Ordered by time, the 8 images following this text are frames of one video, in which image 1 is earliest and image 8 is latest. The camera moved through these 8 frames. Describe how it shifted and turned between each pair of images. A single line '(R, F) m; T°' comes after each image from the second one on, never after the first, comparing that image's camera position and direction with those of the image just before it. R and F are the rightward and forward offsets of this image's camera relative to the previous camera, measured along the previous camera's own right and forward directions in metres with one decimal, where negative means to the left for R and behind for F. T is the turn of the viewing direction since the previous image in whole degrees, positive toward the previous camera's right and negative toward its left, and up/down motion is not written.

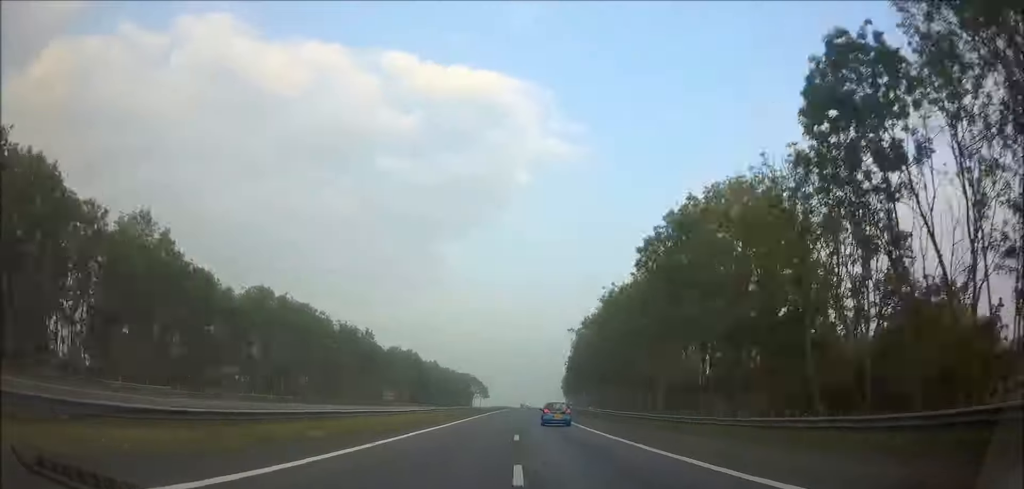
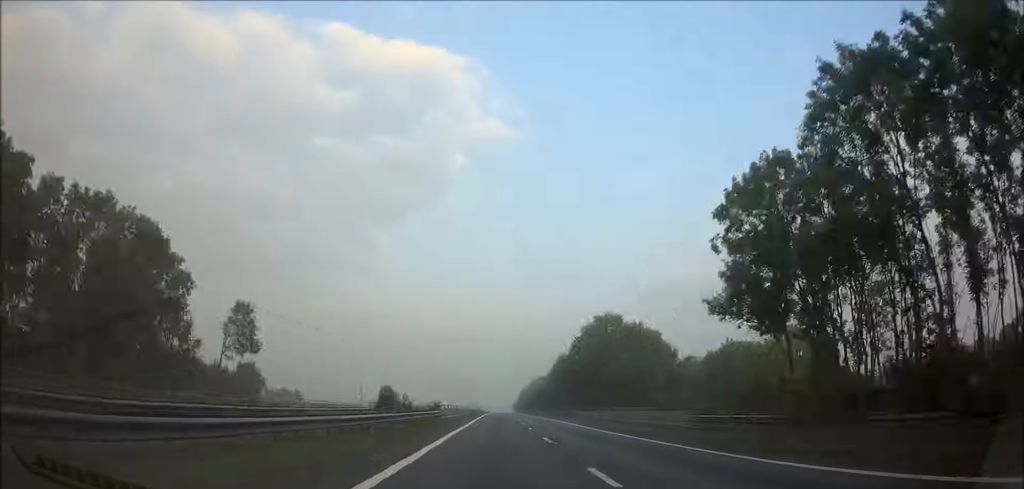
(+9.1, +215.1) m; +3°
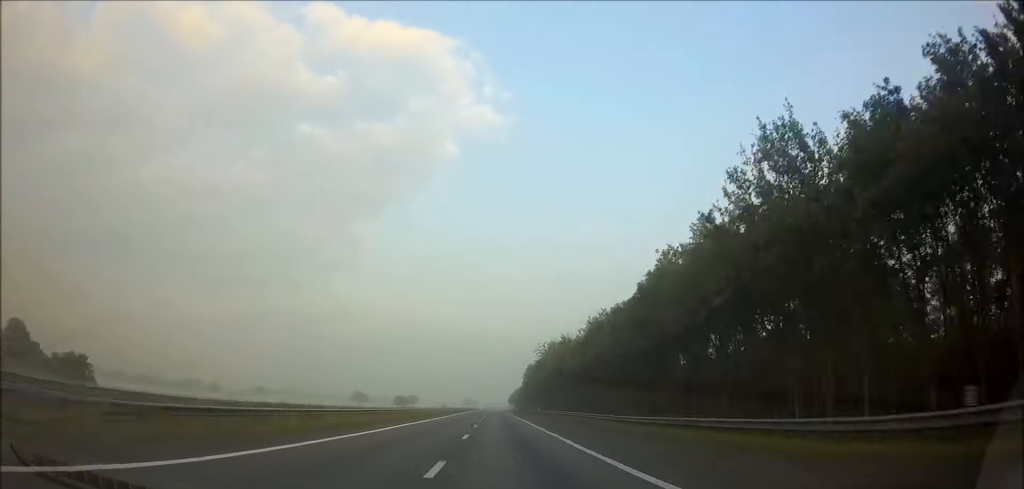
(+1.4, +141.4) m; +1°
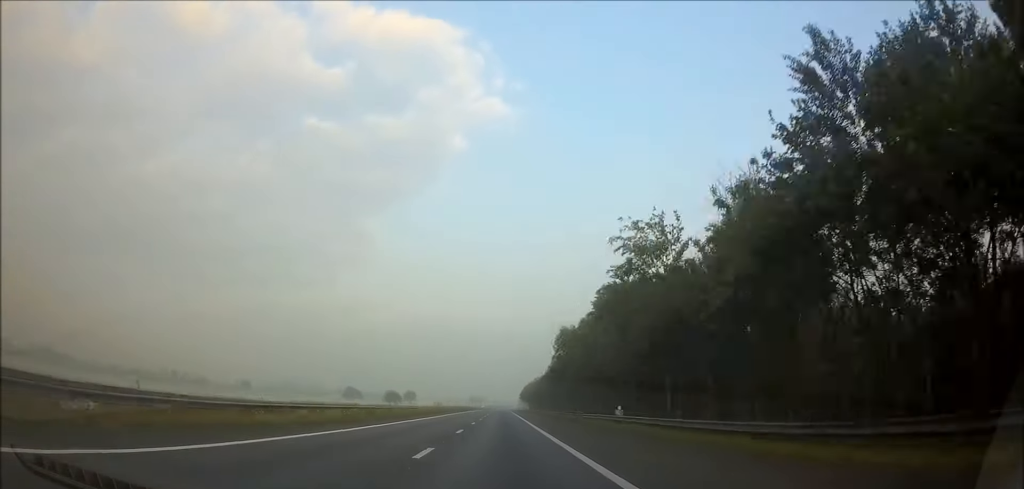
(+0.3, +68.1) m; 0°
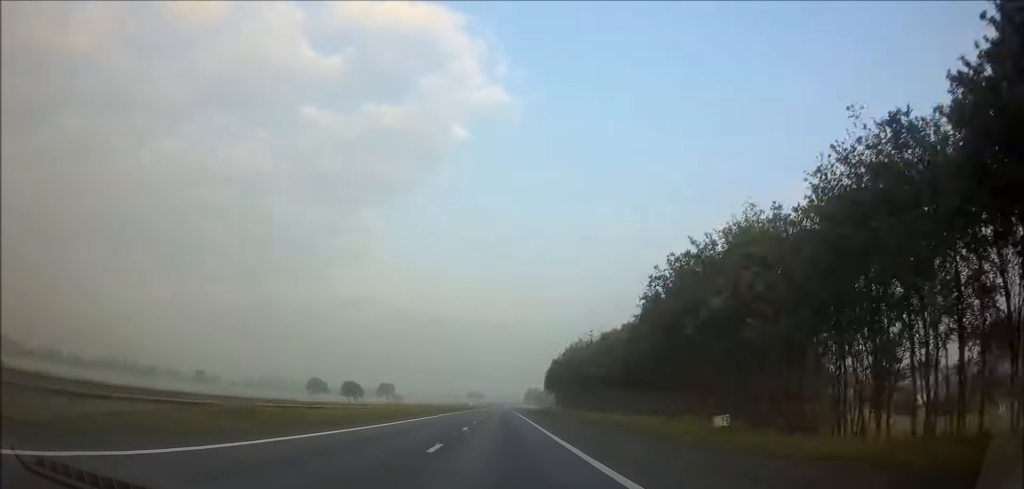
(-0.5, +116.0) m; 0°
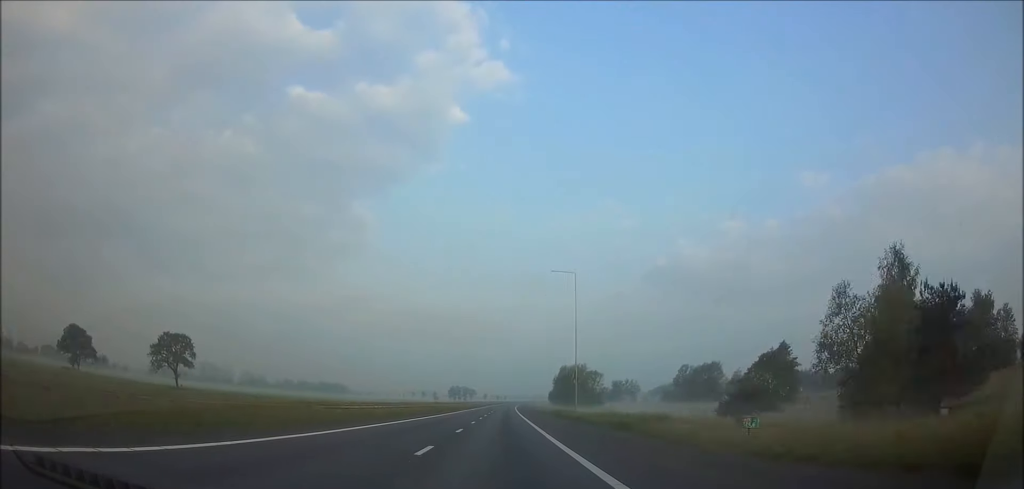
(+0.4, +286.8) m; +1°
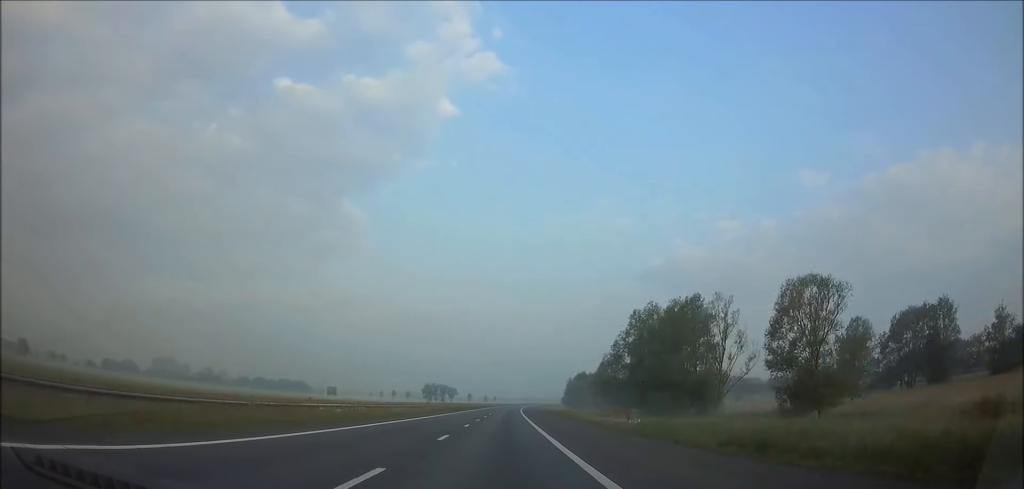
(+0.9, +119.7) m; +1°
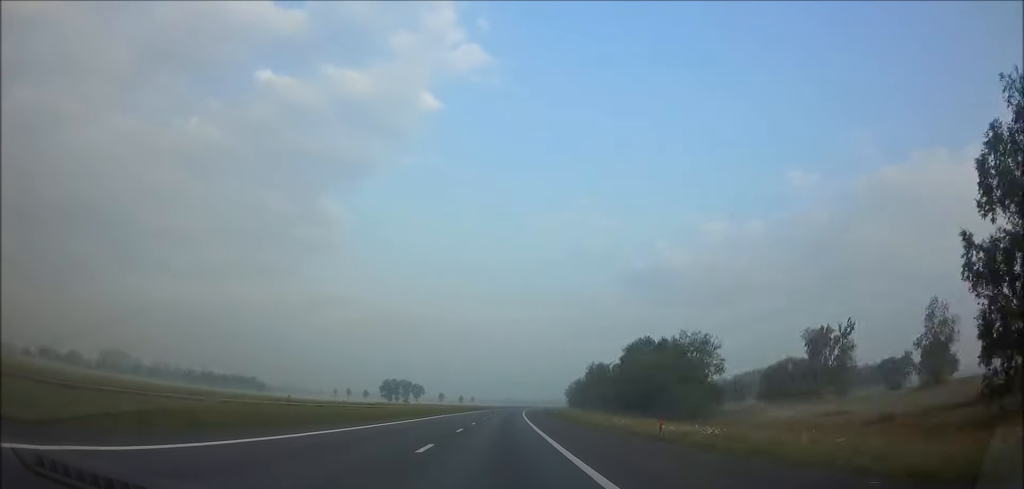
(+1.3, +91.5) m; +1°
